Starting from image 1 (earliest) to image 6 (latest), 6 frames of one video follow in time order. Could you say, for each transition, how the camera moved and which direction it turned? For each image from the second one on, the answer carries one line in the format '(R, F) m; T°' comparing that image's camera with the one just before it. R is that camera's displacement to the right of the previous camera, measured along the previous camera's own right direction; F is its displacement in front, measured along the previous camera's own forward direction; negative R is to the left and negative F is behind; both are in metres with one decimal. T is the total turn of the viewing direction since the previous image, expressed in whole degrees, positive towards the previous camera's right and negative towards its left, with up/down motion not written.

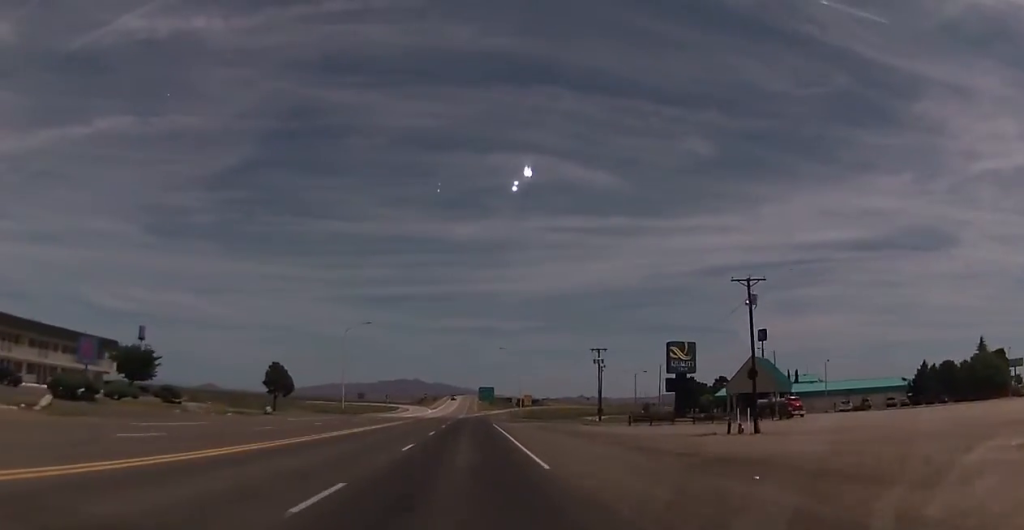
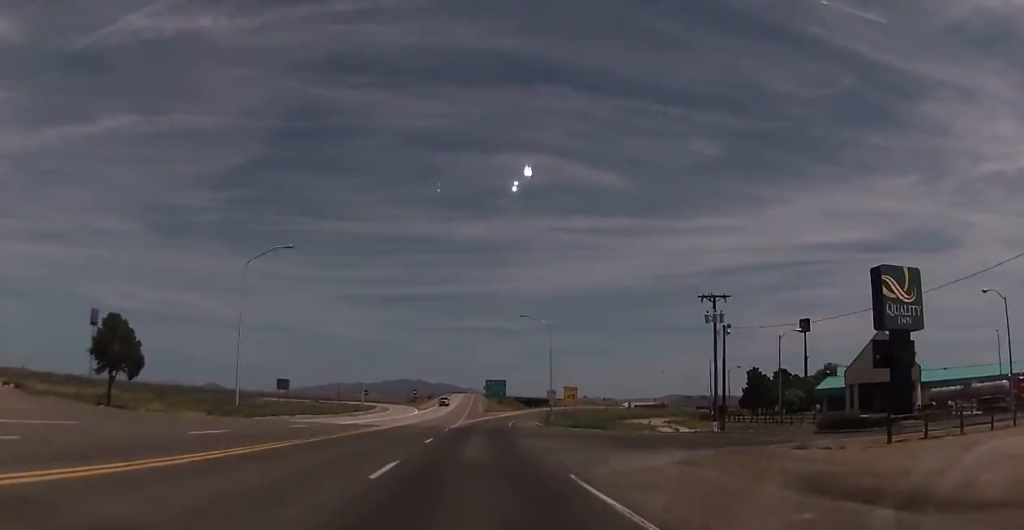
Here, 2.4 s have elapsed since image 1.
(-0.2, +45.2) m; -1°
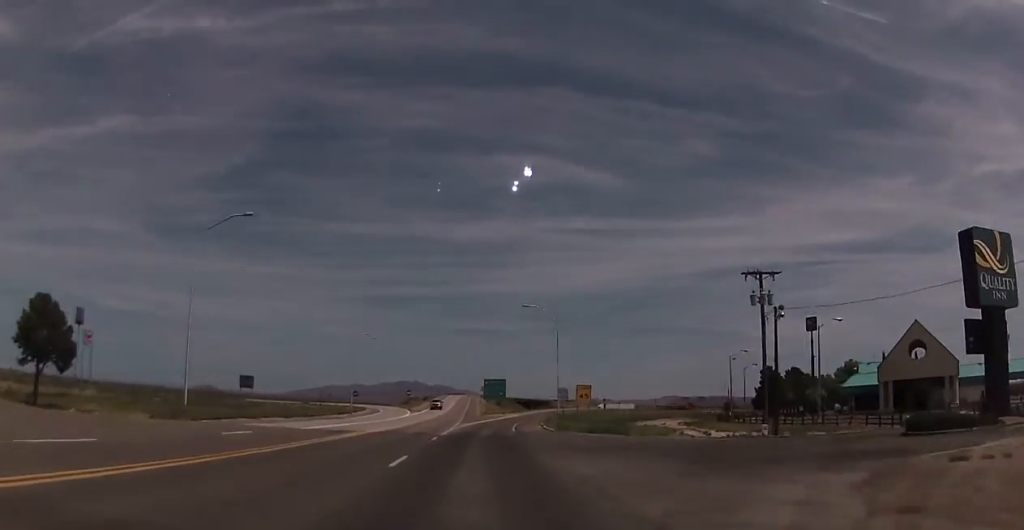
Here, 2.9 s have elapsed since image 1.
(0.0, +9.3) m; +1°
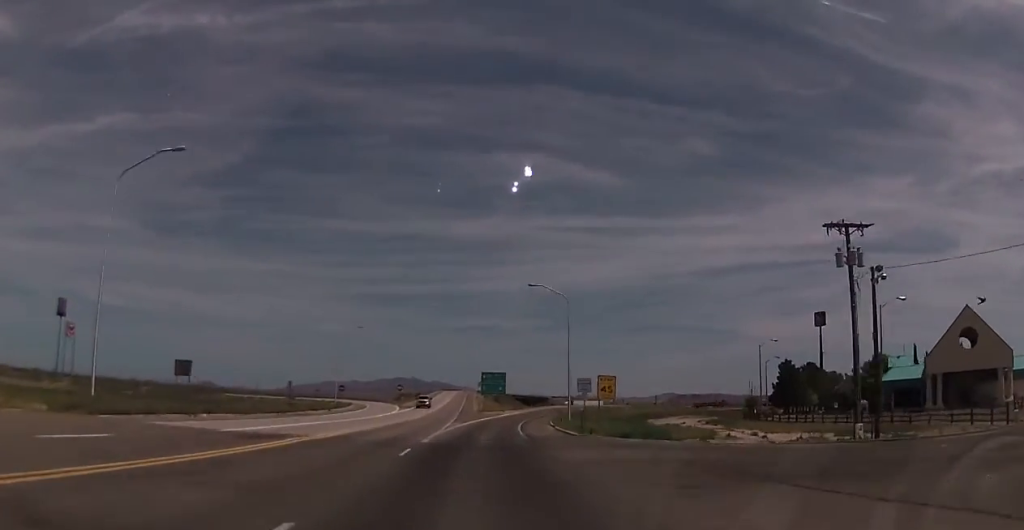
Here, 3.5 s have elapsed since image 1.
(+0.1, +11.1) m; +1°
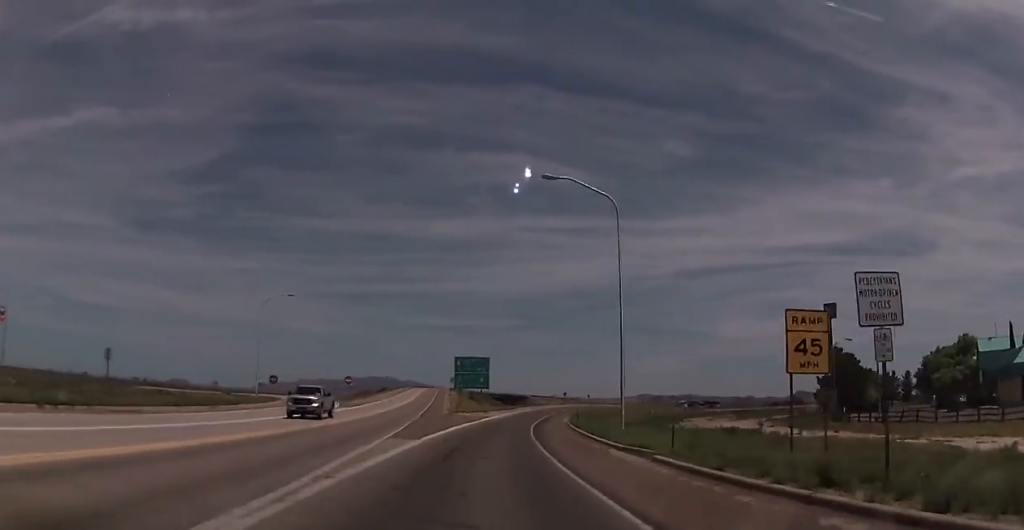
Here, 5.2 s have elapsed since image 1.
(+0.6, +30.2) m; +1°
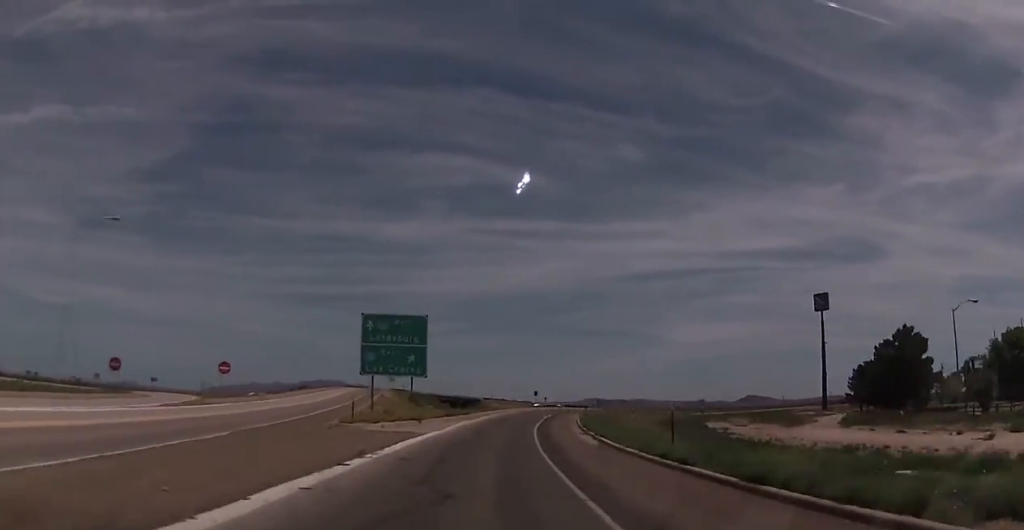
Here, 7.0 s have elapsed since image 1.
(+0.7, +33.2) m; +4°
